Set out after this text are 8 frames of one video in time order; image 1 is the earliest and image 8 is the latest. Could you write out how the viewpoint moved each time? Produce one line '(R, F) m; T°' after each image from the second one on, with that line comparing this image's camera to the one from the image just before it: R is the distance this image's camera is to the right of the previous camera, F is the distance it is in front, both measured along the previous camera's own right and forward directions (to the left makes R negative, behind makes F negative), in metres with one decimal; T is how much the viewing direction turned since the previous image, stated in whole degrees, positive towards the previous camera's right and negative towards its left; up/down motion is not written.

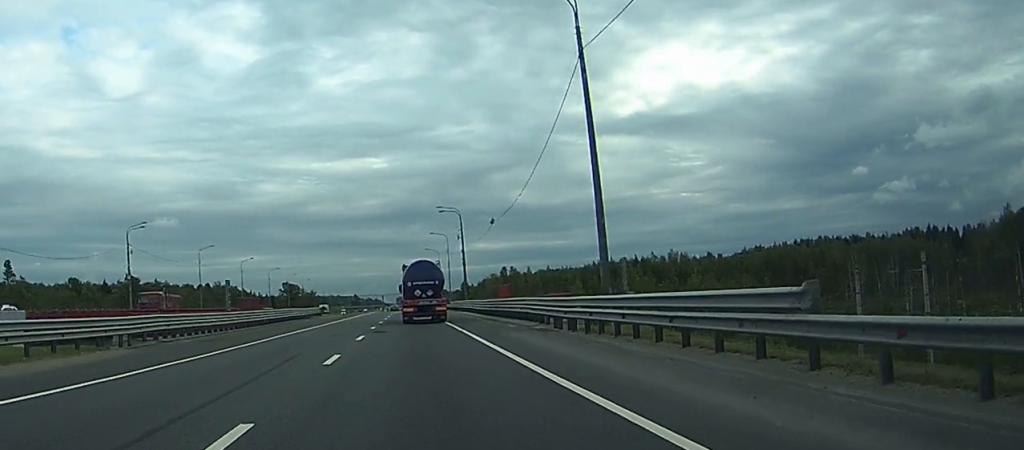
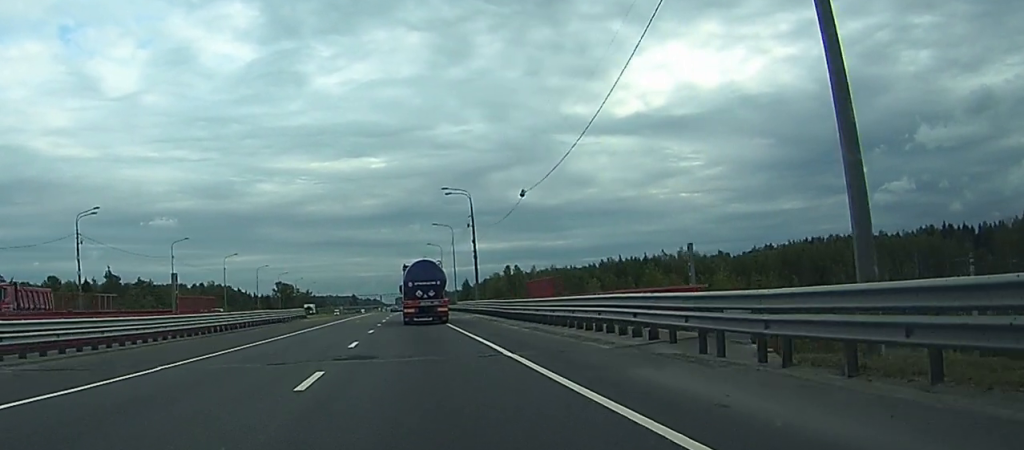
(0.0, +16.9) m; 0°
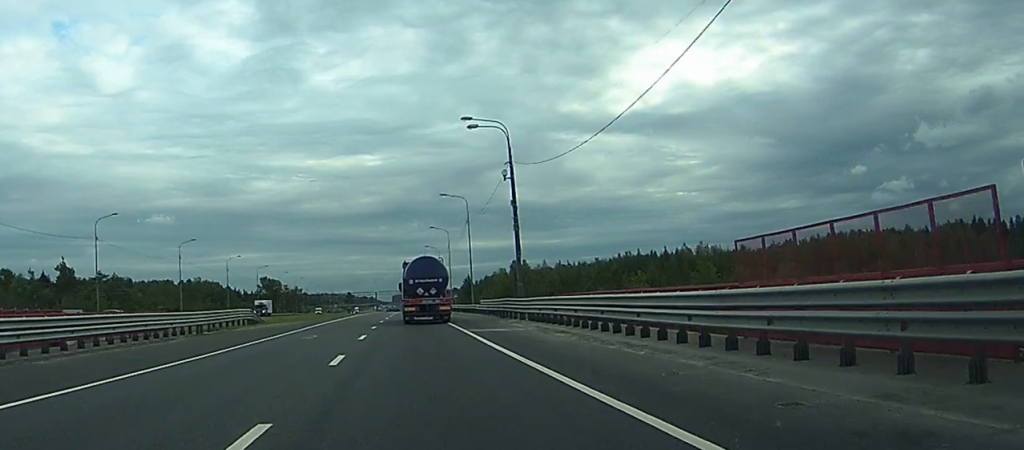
(0.0, +31.7) m; 0°
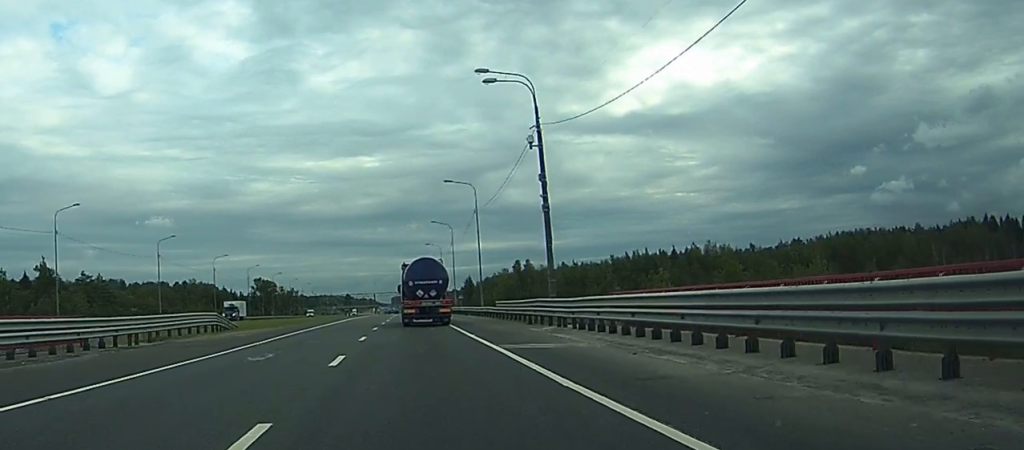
(0.0, +11.4) m; 0°
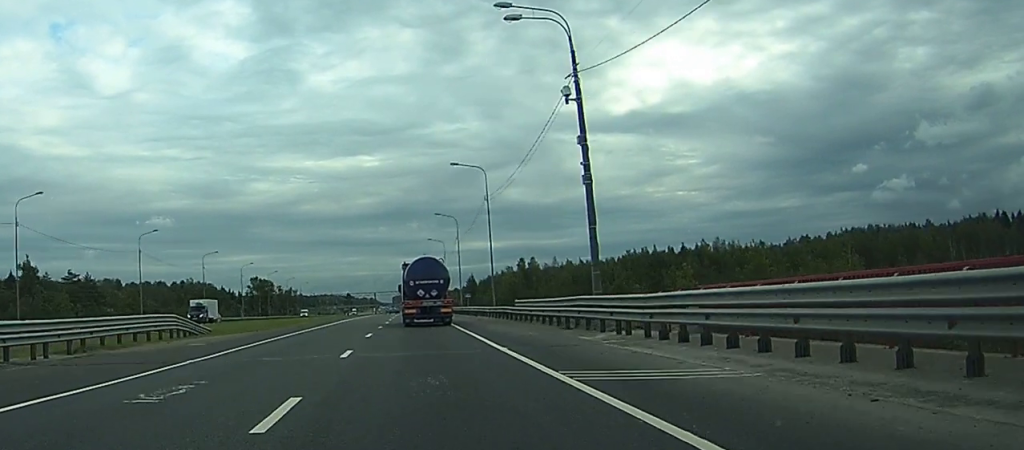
(0.0, +9.3) m; 0°
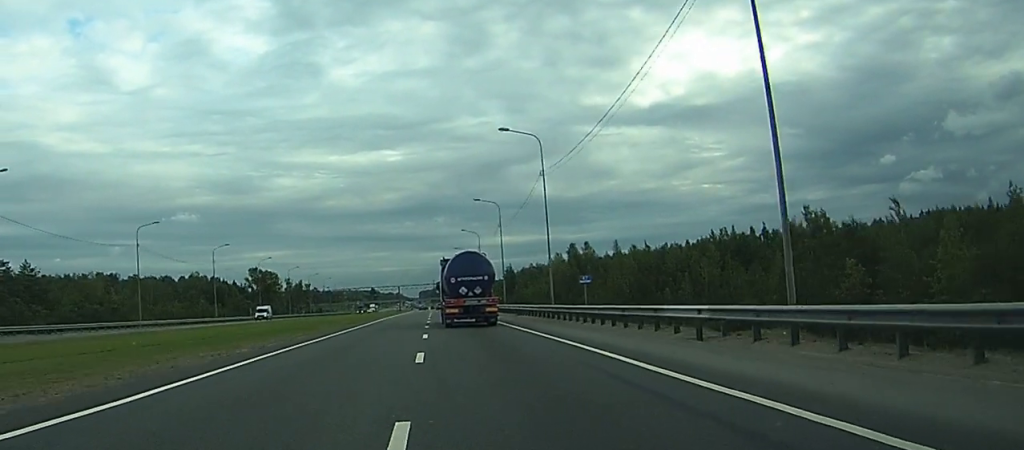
(-0.2, +50.0) m; -1°
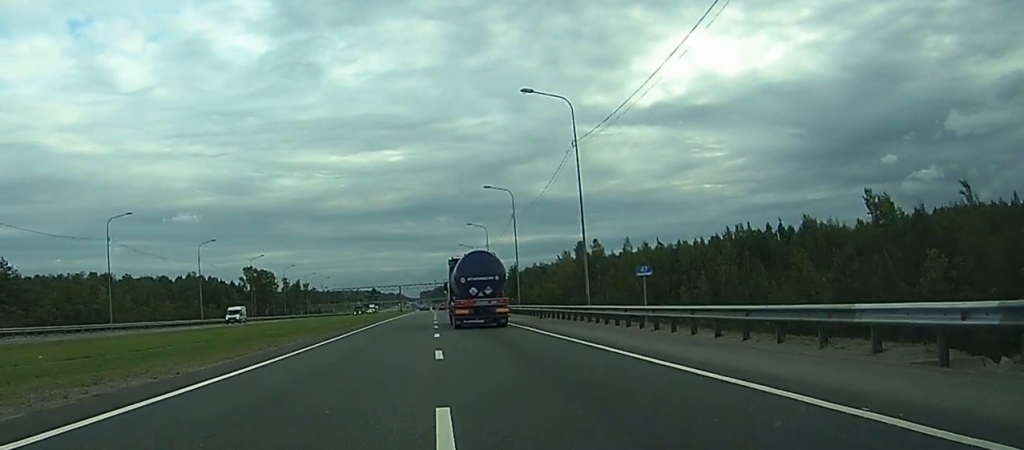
(-0.1, +10.6) m; 0°
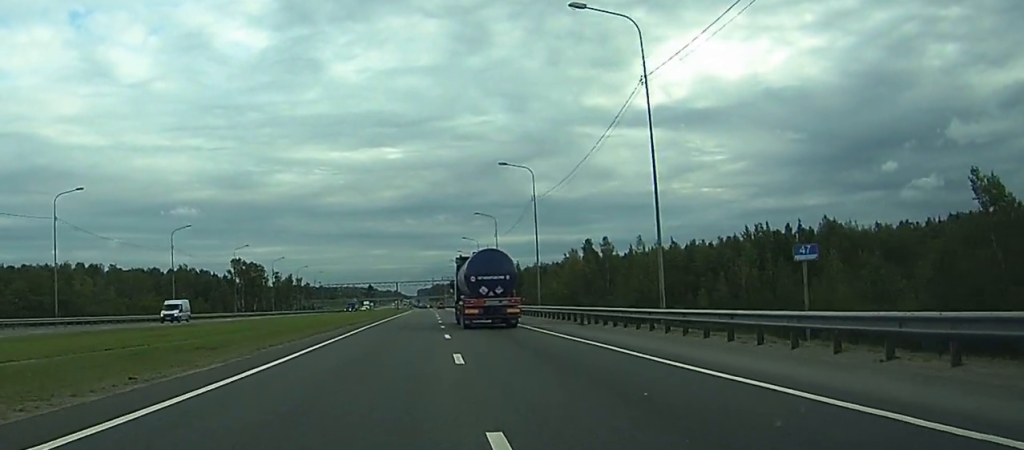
(-0.1, +13.8) m; 0°
